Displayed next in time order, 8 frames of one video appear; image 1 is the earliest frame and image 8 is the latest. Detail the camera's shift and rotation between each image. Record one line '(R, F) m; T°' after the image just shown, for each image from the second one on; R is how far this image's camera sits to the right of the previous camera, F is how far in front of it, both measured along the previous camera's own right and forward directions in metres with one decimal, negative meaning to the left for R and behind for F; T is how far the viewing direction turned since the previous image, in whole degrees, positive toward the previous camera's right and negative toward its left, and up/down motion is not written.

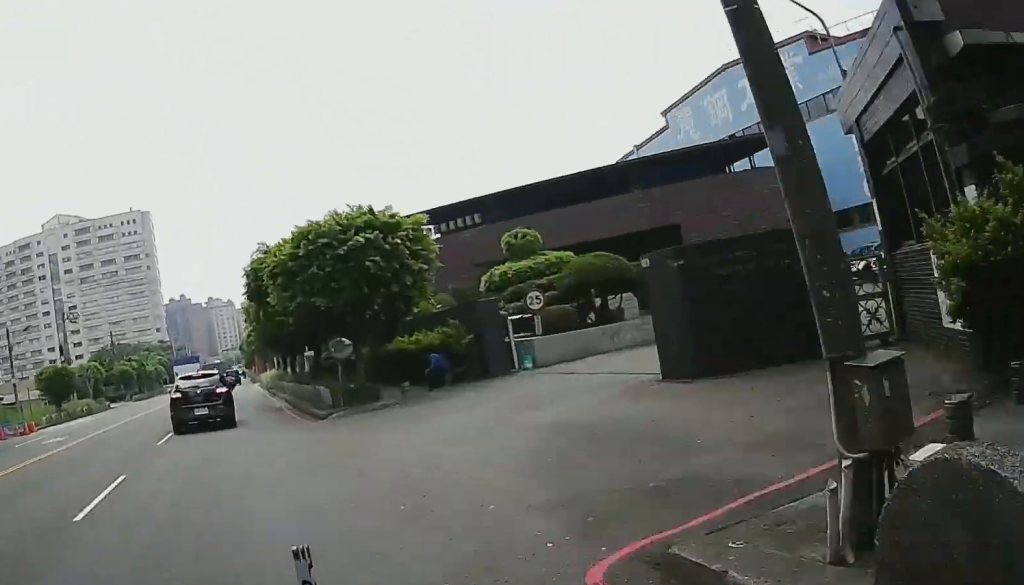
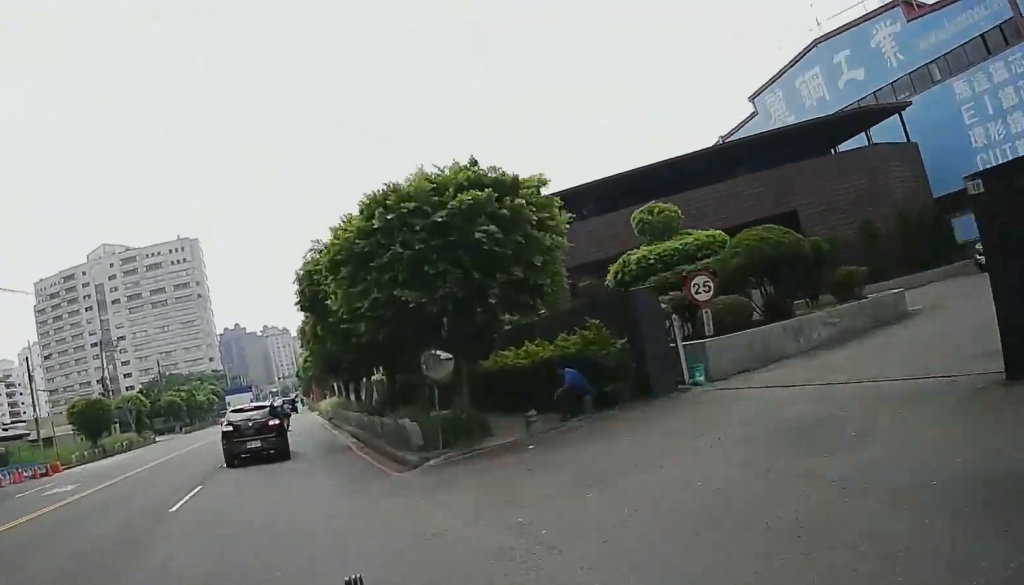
(0.0, +6.9) m; 0°
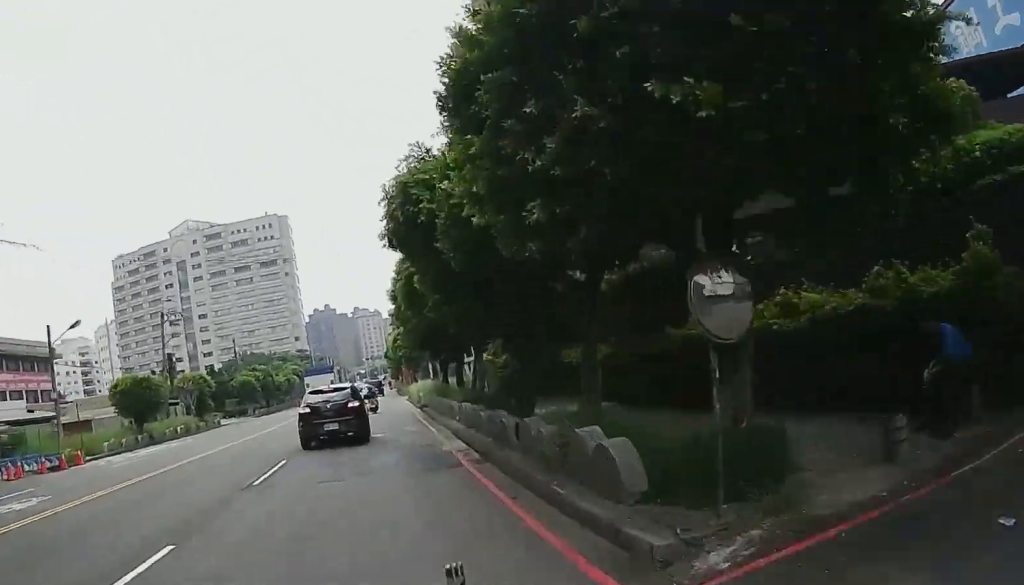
(0.0, +9.5) m; 0°
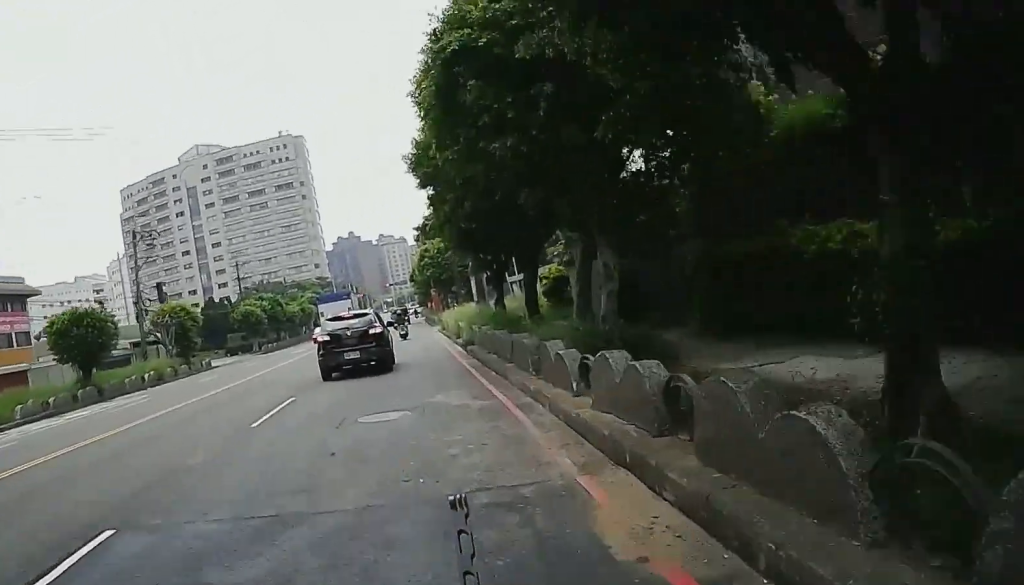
(0.0, +14.6) m; 0°
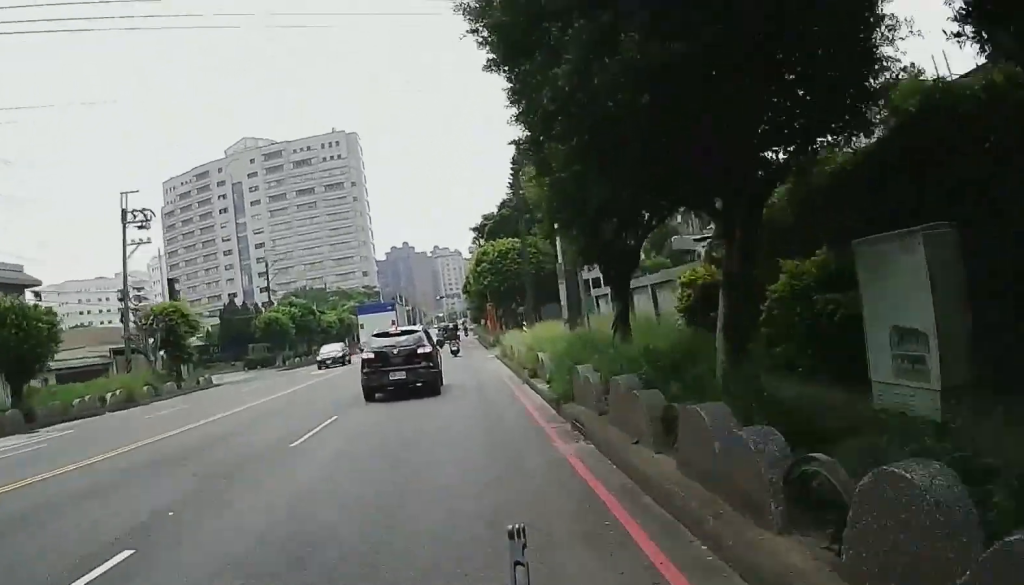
(0.0, +11.1) m; 0°
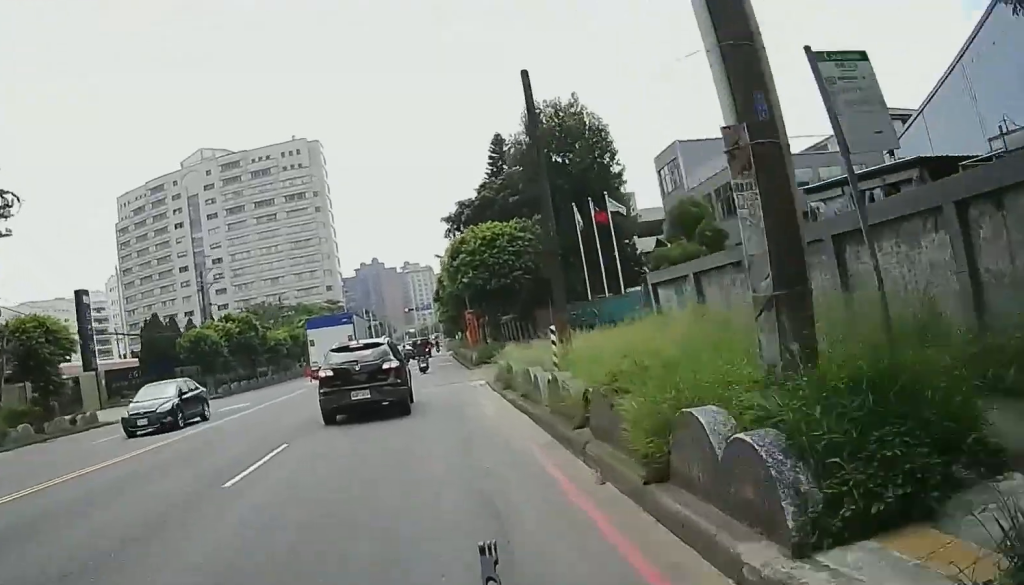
(0.0, +12.6) m; 0°
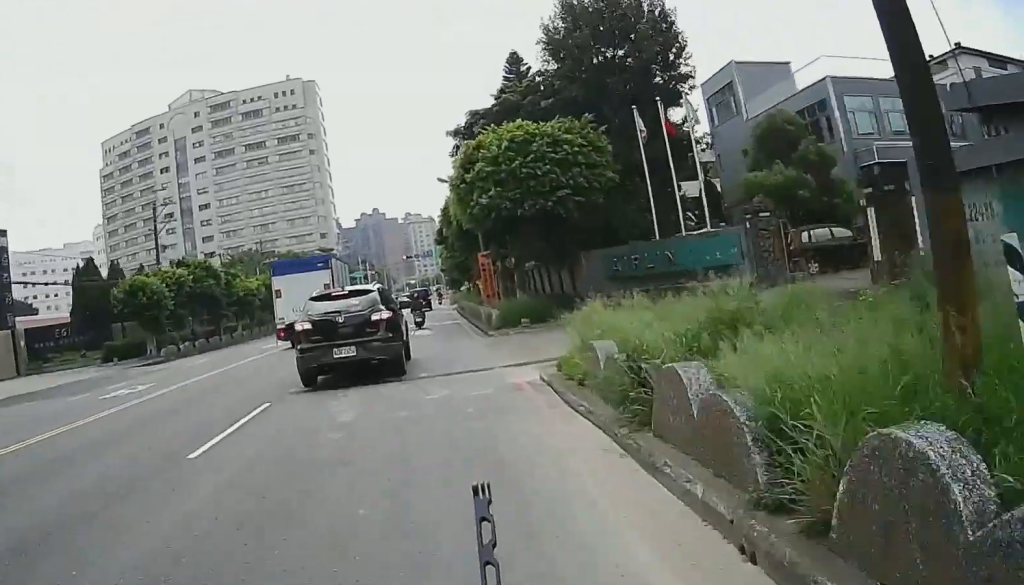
(0.0, +11.4) m; 0°
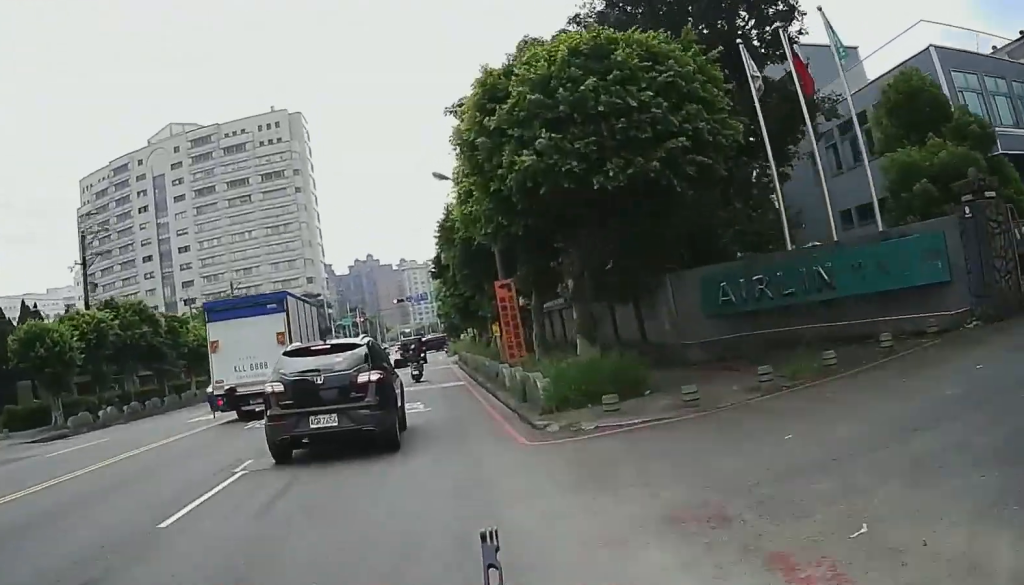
(0.0, +11.6) m; 0°
